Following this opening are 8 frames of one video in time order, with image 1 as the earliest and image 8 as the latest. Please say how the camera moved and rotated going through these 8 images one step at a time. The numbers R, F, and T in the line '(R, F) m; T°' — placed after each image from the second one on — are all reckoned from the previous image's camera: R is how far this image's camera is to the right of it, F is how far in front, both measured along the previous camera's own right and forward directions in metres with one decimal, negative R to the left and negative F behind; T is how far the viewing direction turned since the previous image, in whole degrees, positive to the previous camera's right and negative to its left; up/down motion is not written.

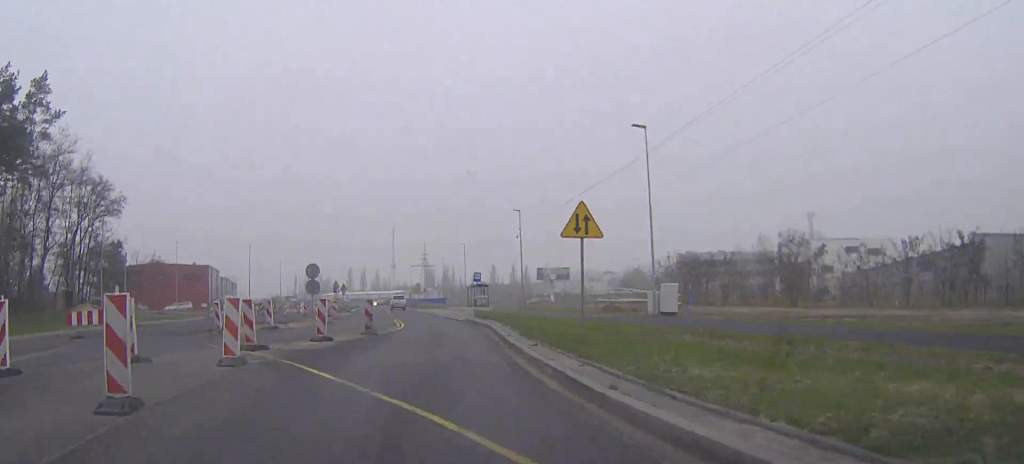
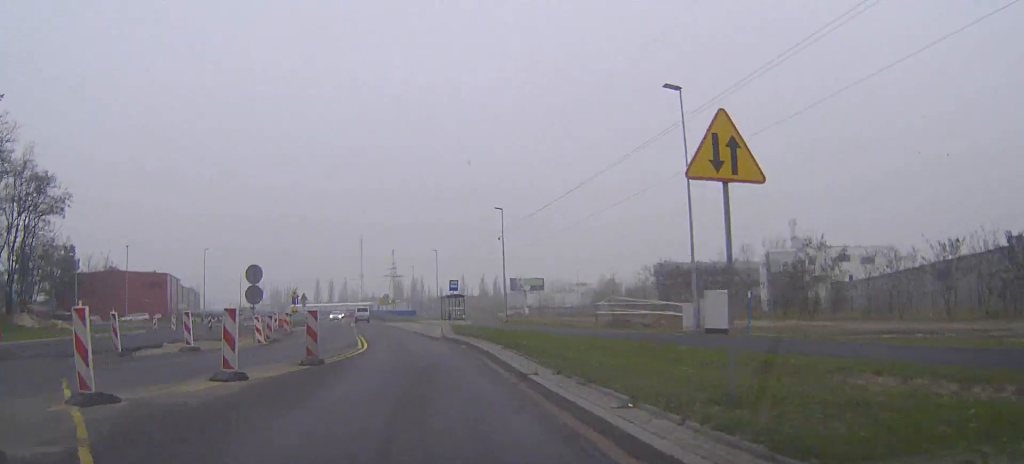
(+0.3, +7.4) m; +3°
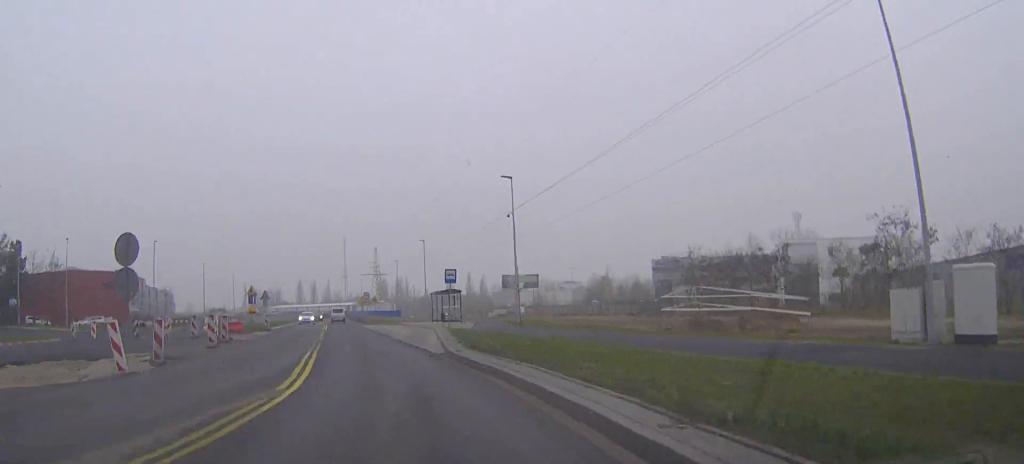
(+0.3, +12.5) m; +2°
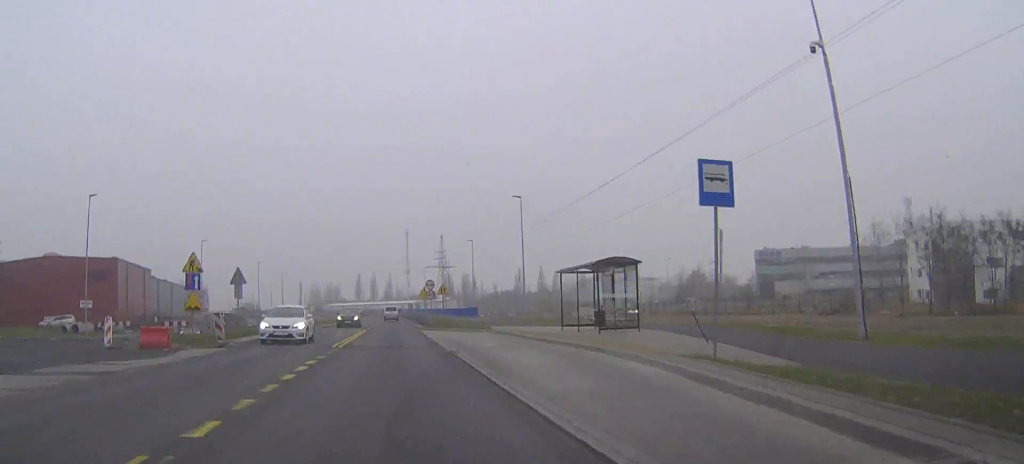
(-0.6, +27.3) m; -3°
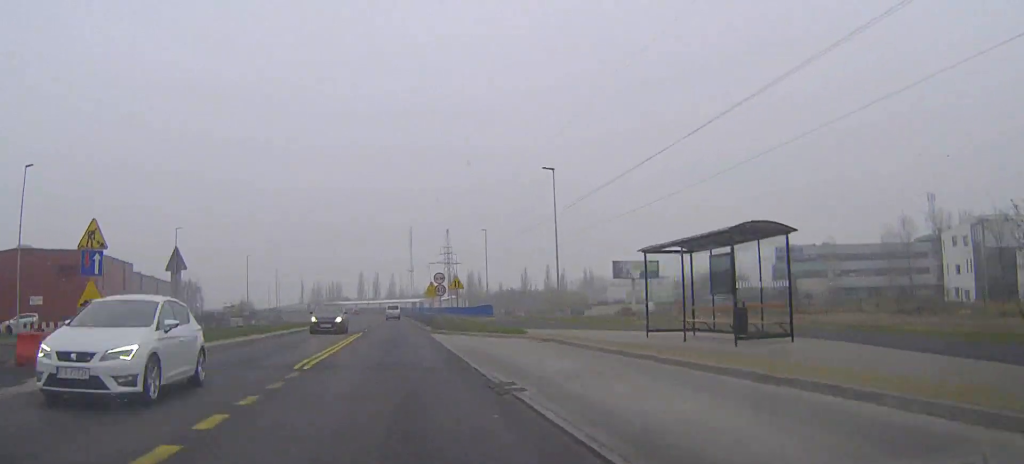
(-0.1, +9.1) m; -1°
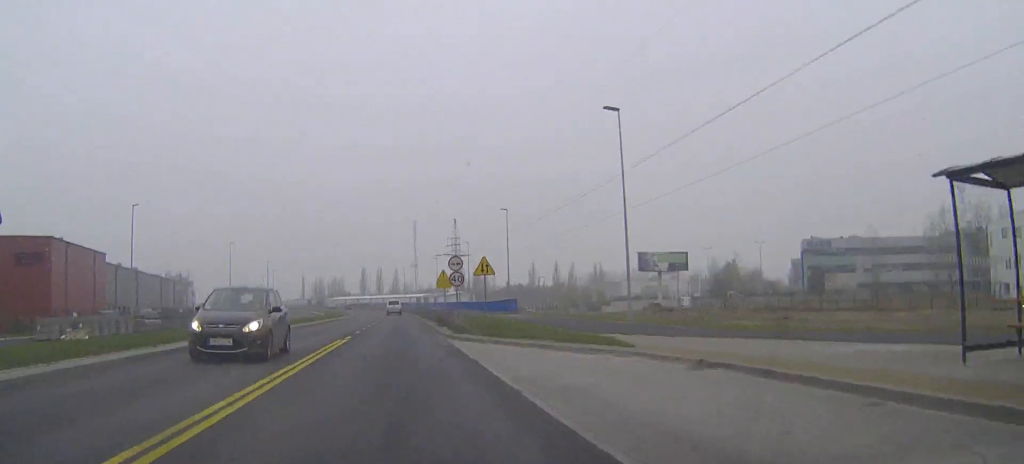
(-0.1, +11.5) m; -1°
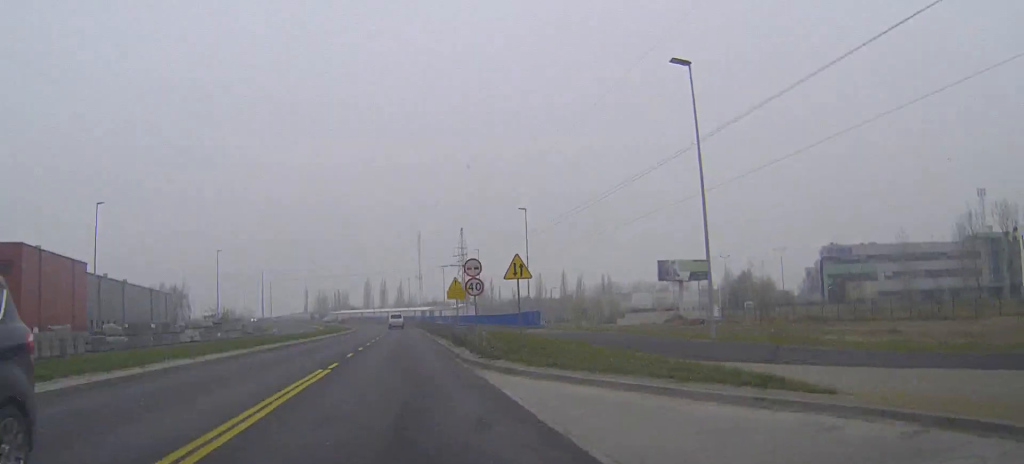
(0.0, +7.6) m; 0°
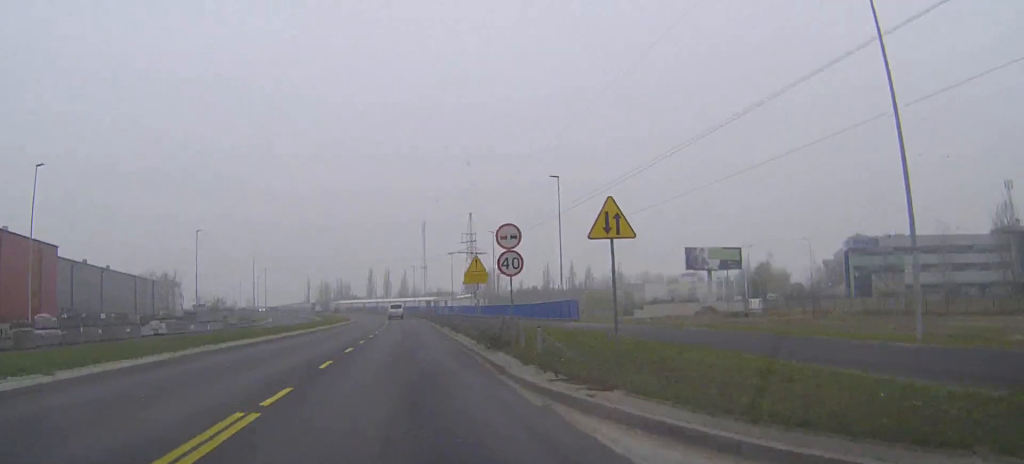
(0.0, +9.4) m; 0°
